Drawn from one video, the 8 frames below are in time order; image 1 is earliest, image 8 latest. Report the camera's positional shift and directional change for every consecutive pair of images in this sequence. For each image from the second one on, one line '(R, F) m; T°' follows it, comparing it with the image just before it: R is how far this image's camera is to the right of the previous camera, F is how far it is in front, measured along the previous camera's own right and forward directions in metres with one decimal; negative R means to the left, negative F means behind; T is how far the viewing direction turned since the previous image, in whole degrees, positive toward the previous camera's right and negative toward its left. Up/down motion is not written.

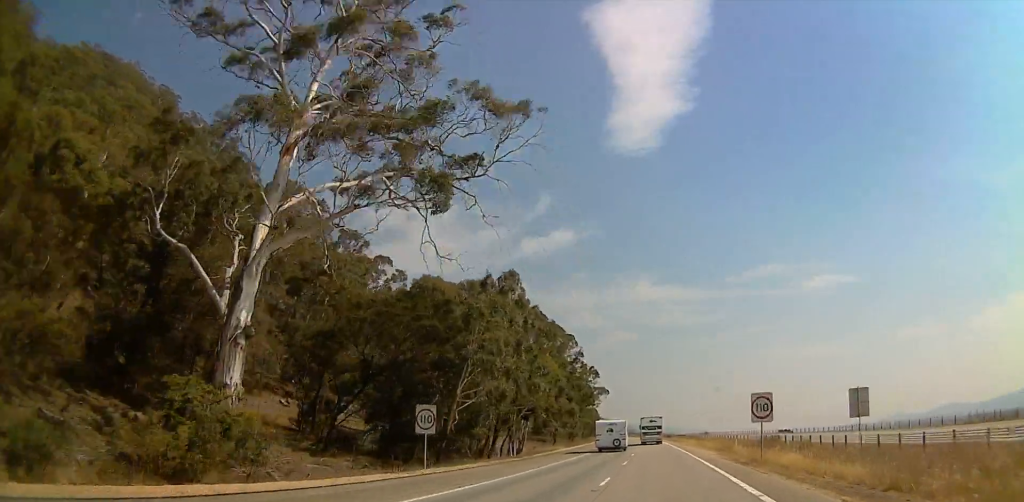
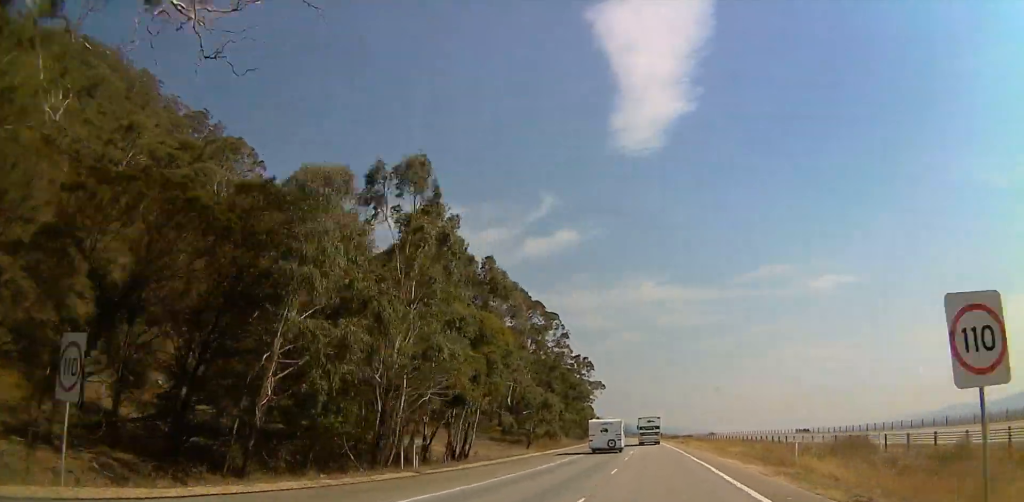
(0.0, +19.5) m; 0°
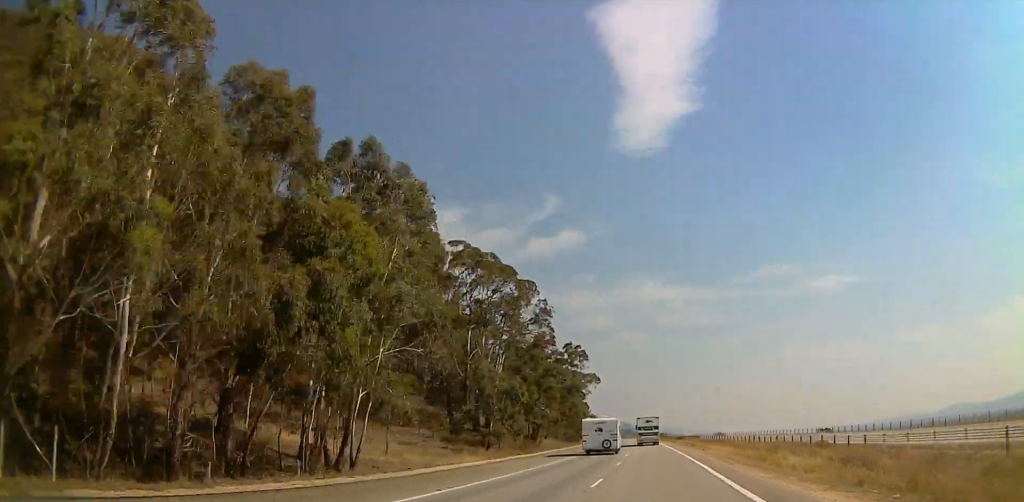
(-0.2, +17.7) m; 0°
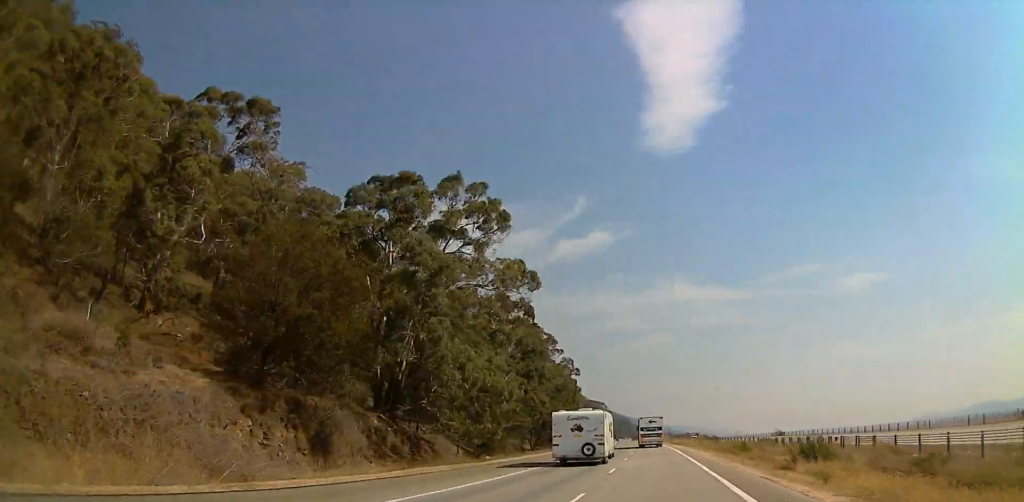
(-0.6, +69.9) m; -3°
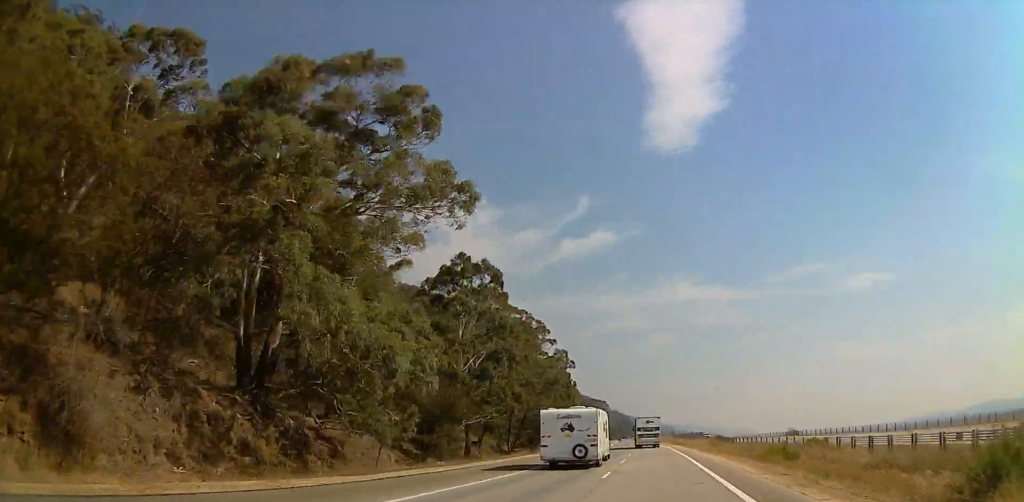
(-0.5, +12.1) m; -1°
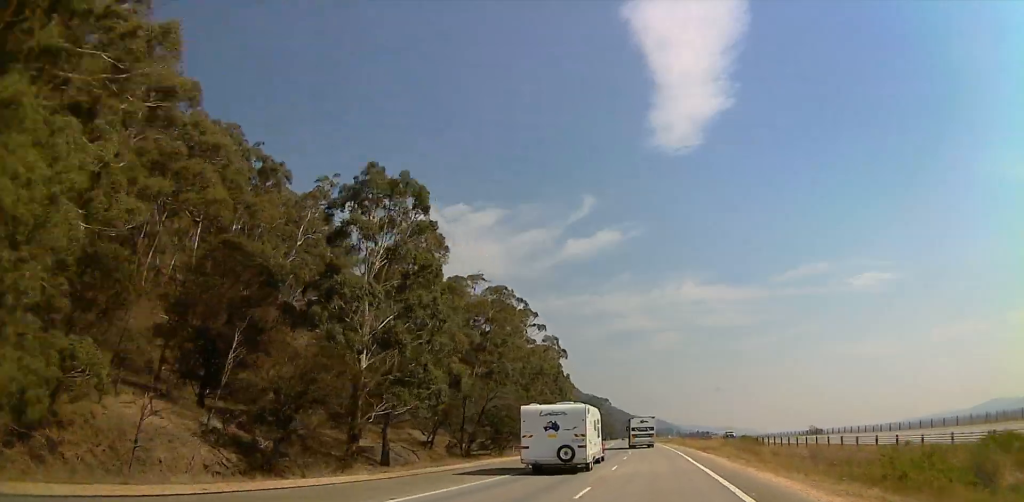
(-0.3, +15.9) m; -1°
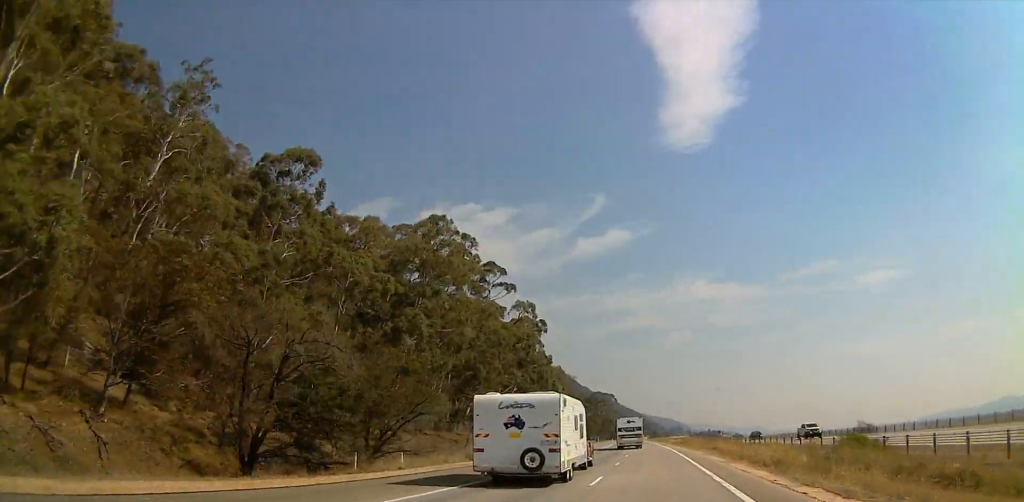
(+0.1, +28.1) m; 0°
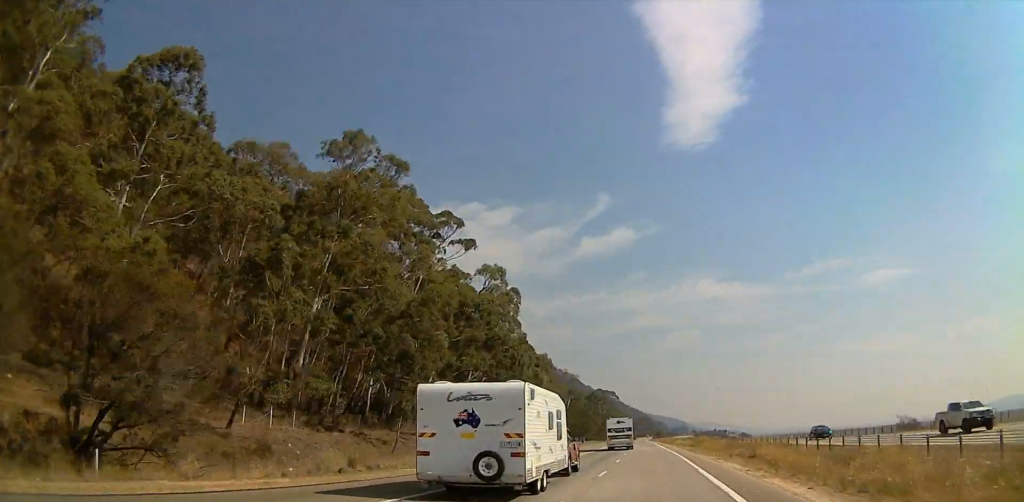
(+0.2, +19.7) m; 0°
